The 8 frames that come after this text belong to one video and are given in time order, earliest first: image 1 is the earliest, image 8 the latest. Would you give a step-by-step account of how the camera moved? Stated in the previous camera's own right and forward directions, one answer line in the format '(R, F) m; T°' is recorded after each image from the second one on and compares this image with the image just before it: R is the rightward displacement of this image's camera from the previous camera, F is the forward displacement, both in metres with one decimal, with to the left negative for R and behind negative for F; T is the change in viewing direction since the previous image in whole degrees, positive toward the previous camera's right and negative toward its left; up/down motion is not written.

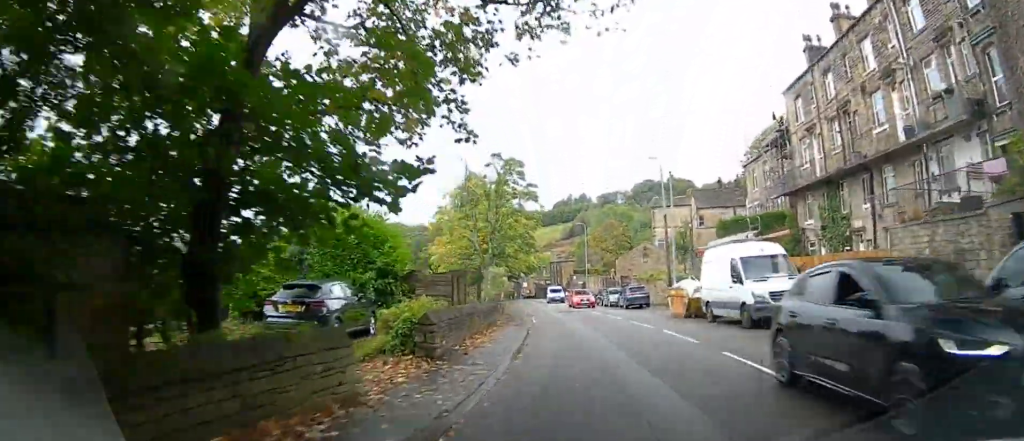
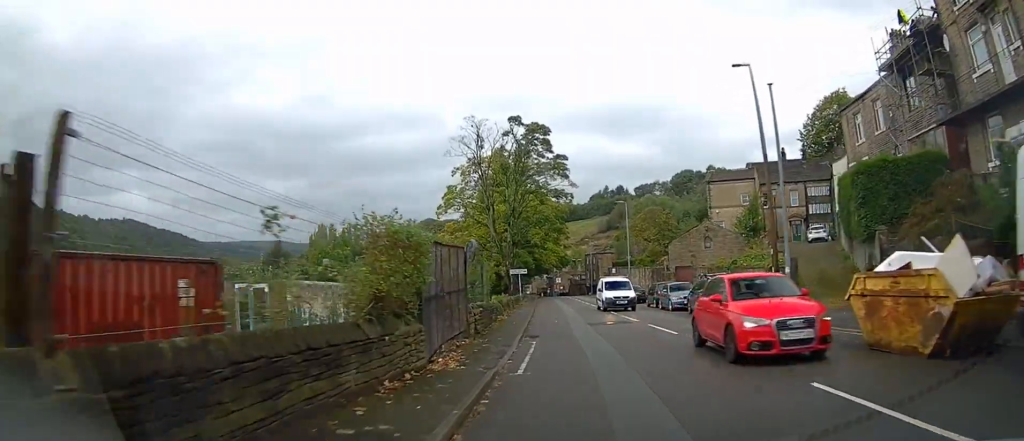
(-0.3, +14.9) m; -3°
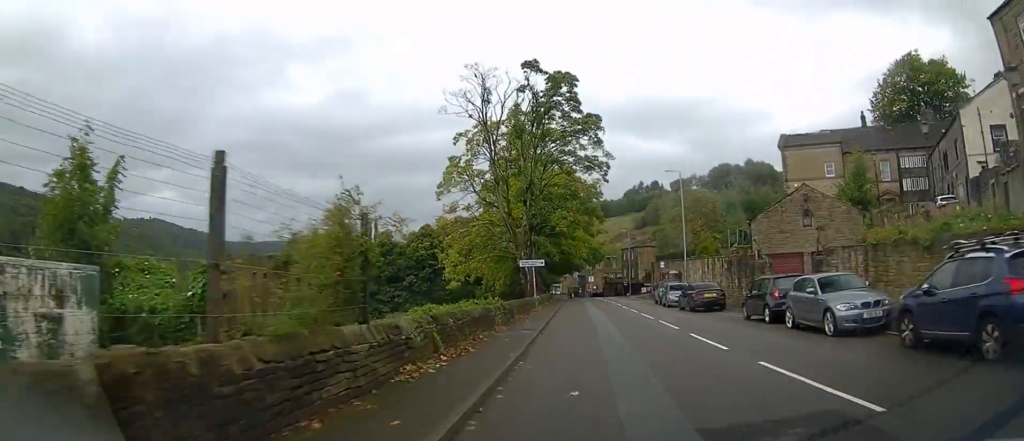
(-0.5, +15.1) m; -2°
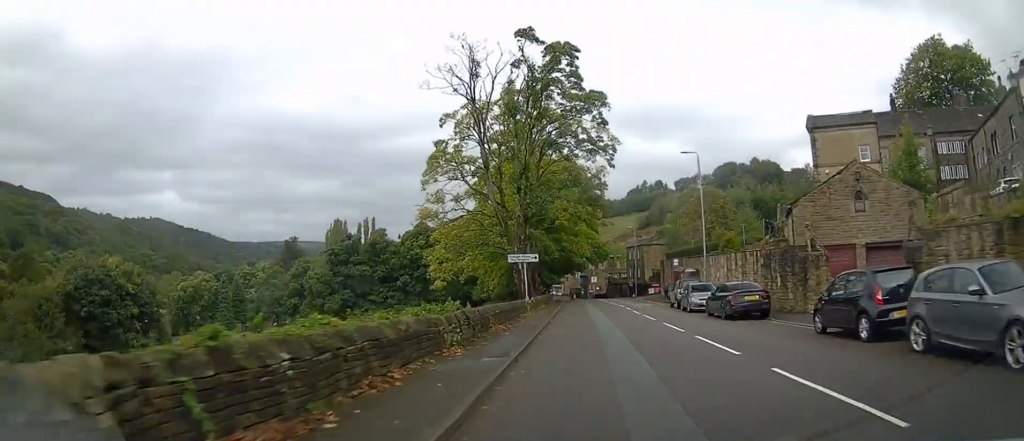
(0.0, +6.5) m; 0°
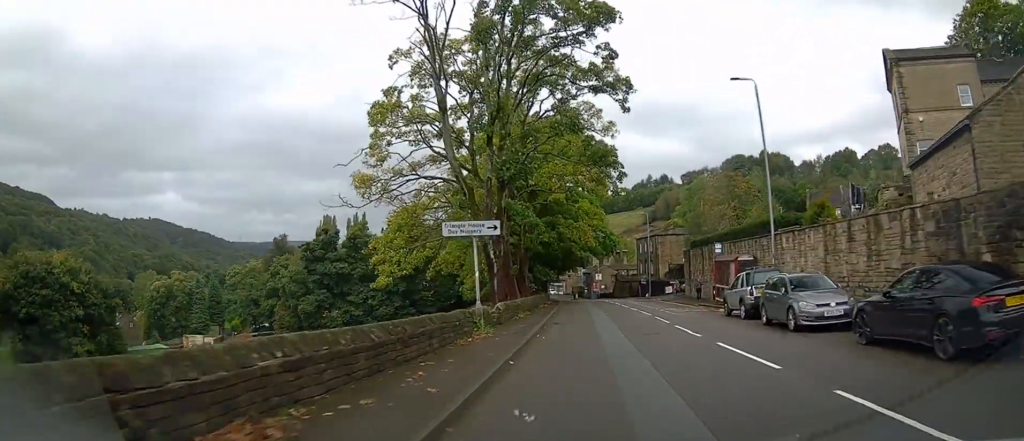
(-0.1, +13.3) m; -1°
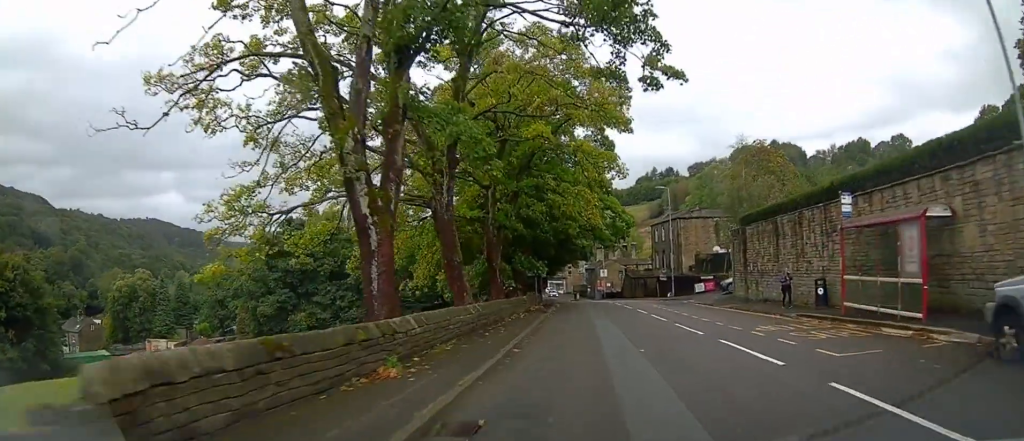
(-0.2, +16.3) m; -1°
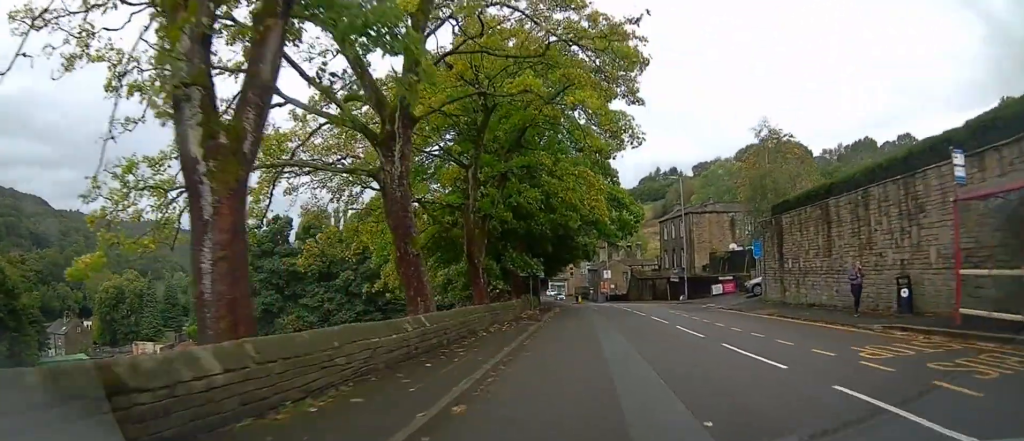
(0.0, +5.4) m; 0°
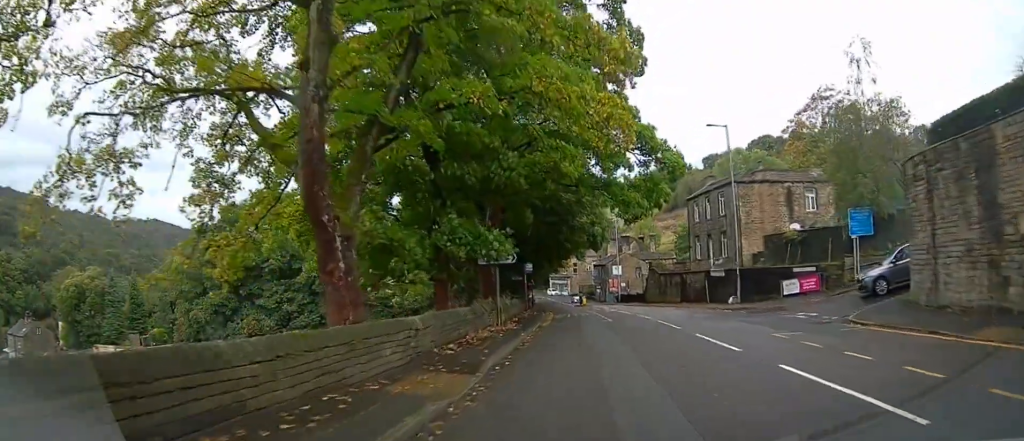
(0.0, +15.2) m; 0°
